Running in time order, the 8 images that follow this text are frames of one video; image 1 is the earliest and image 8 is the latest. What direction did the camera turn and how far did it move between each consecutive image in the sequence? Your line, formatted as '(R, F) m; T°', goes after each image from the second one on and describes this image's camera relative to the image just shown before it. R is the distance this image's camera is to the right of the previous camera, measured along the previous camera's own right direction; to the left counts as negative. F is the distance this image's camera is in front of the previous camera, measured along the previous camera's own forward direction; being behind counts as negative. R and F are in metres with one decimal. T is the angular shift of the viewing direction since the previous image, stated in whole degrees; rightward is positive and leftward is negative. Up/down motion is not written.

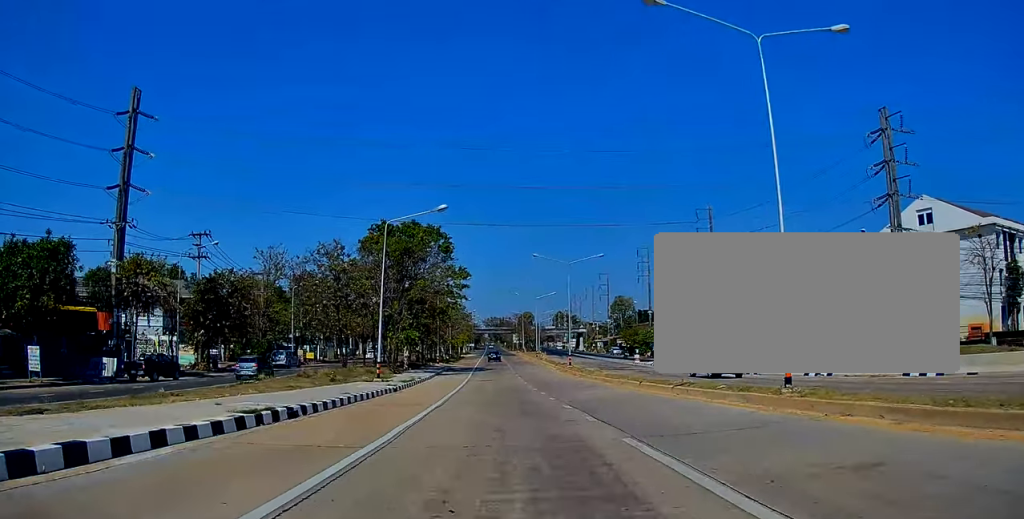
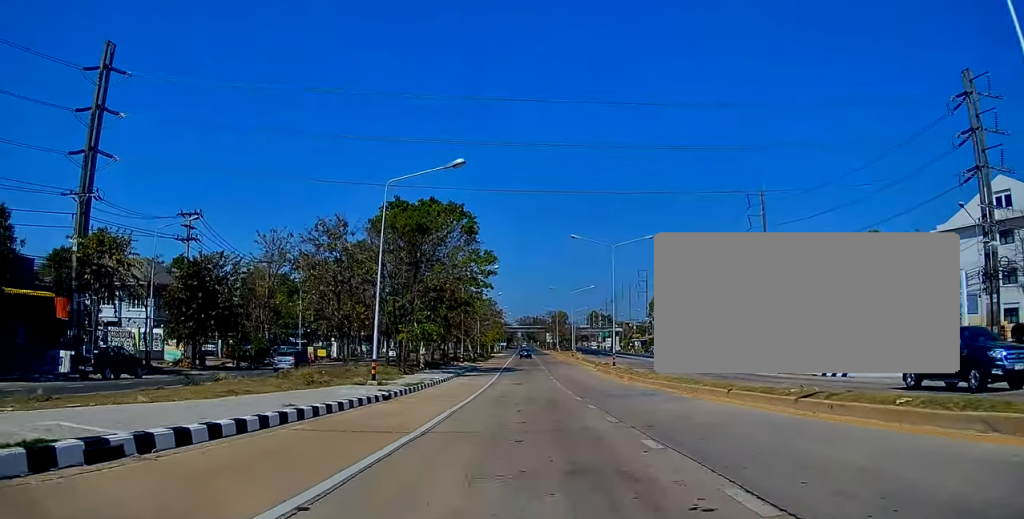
(+0.1, +8.2) m; -1°
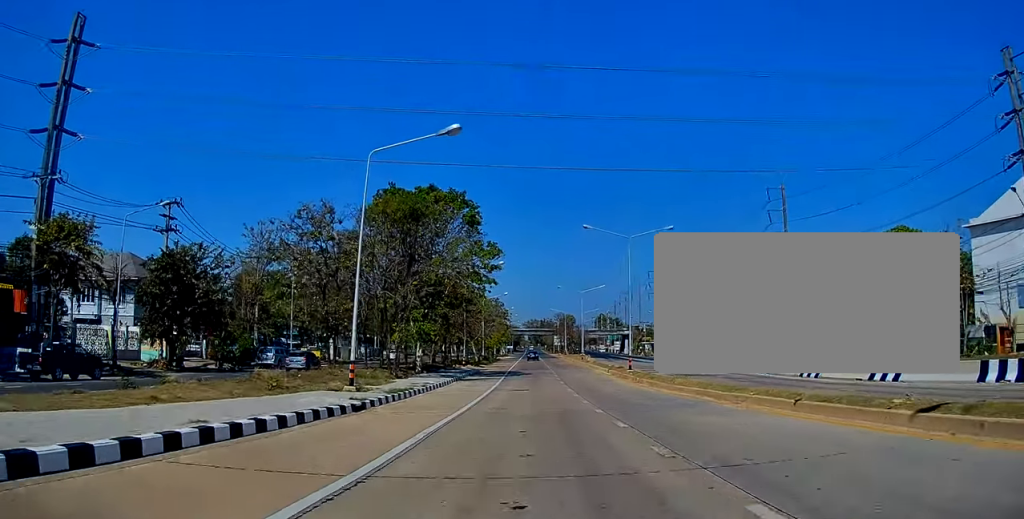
(-0.1, +4.3) m; -1°
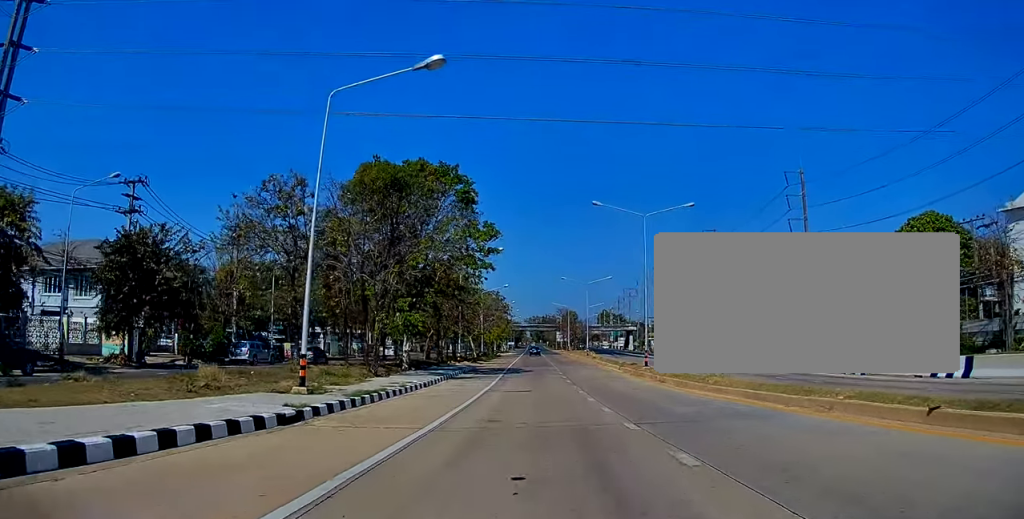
(0.0, +5.3) m; -2°
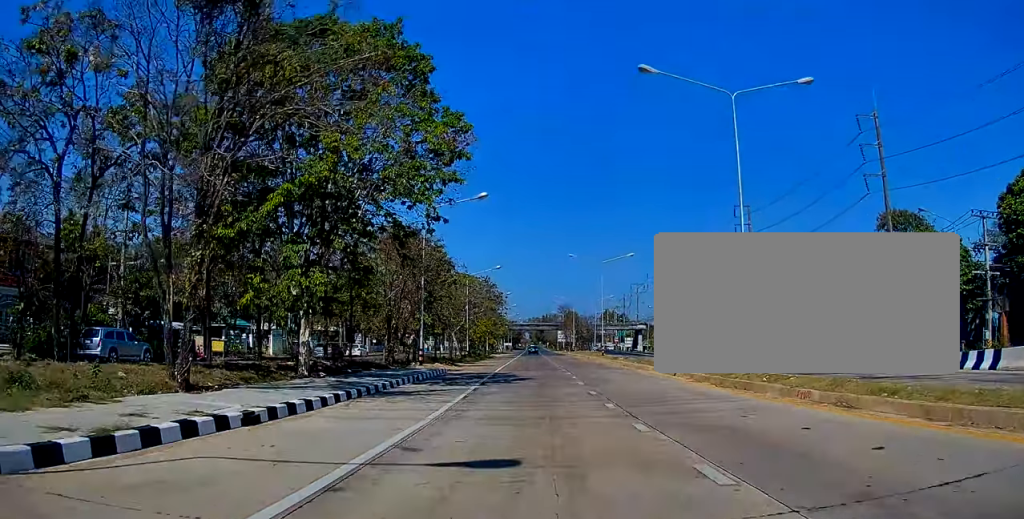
(-0.7, +17.9) m; -3°
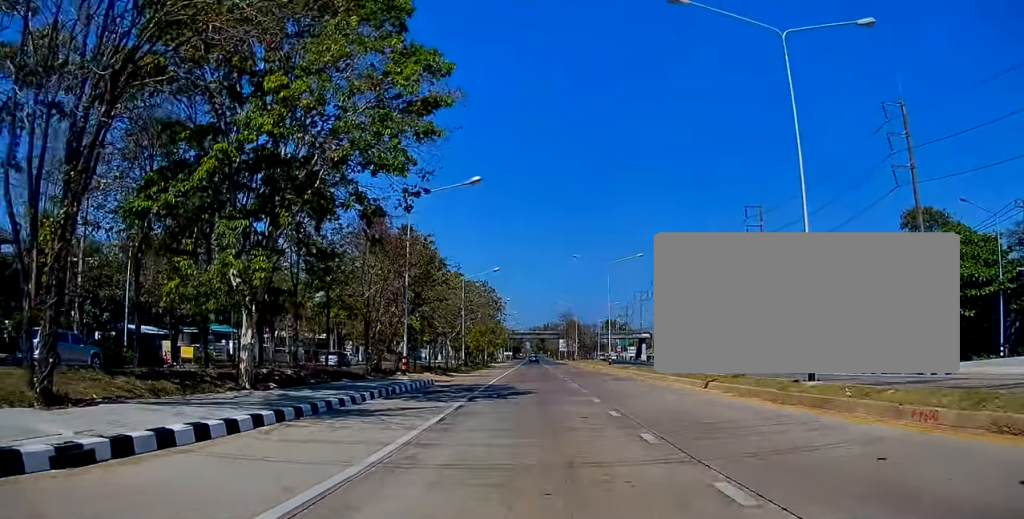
(0.0, +5.1) m; 0°
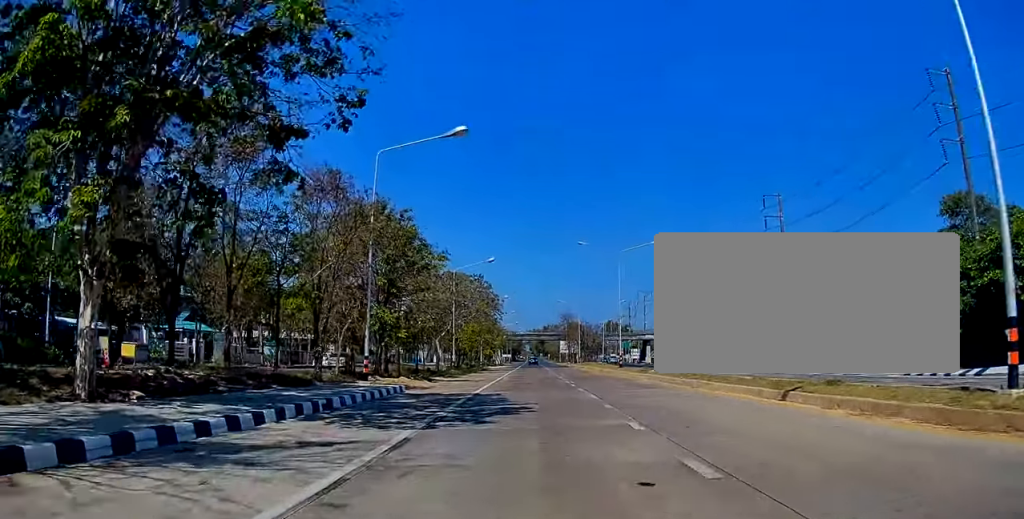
(0.0, +7.0) m; 0°
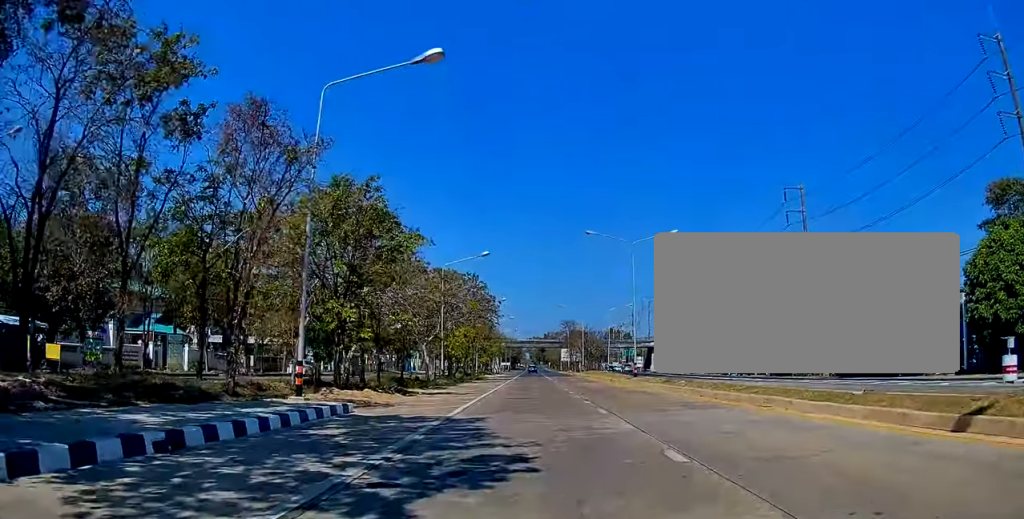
(0.0, +7.1) m; 0°
